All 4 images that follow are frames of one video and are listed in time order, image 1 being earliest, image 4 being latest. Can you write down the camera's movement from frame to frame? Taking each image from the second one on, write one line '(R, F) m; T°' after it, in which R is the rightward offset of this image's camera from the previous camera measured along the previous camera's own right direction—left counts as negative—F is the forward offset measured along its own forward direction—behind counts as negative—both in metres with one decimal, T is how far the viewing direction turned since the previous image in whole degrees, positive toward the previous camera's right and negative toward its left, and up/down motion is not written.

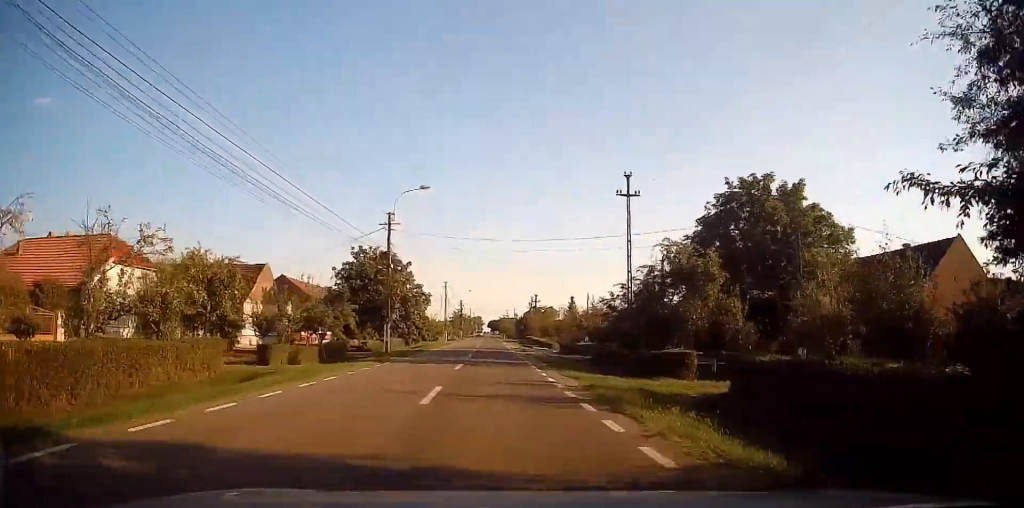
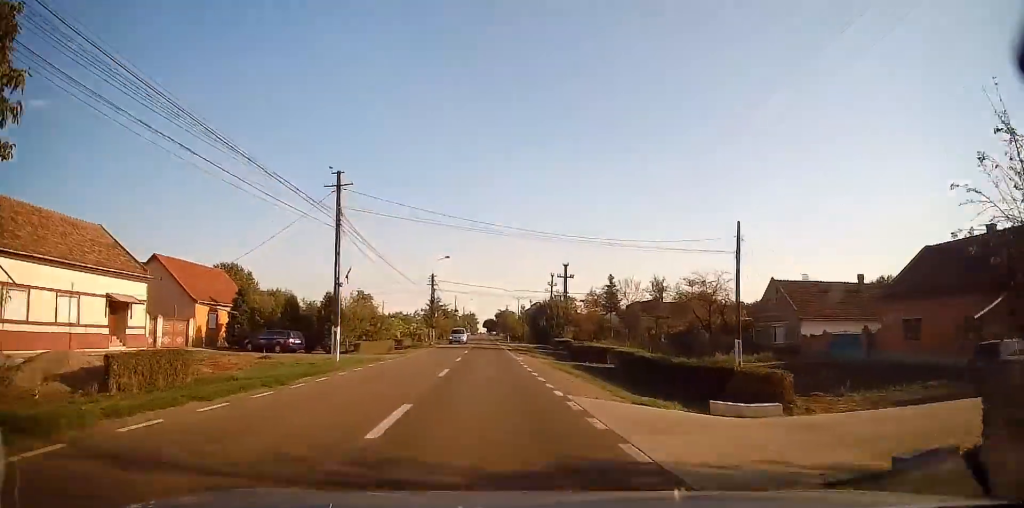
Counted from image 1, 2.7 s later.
(-0.8, +48.3) m; 0°
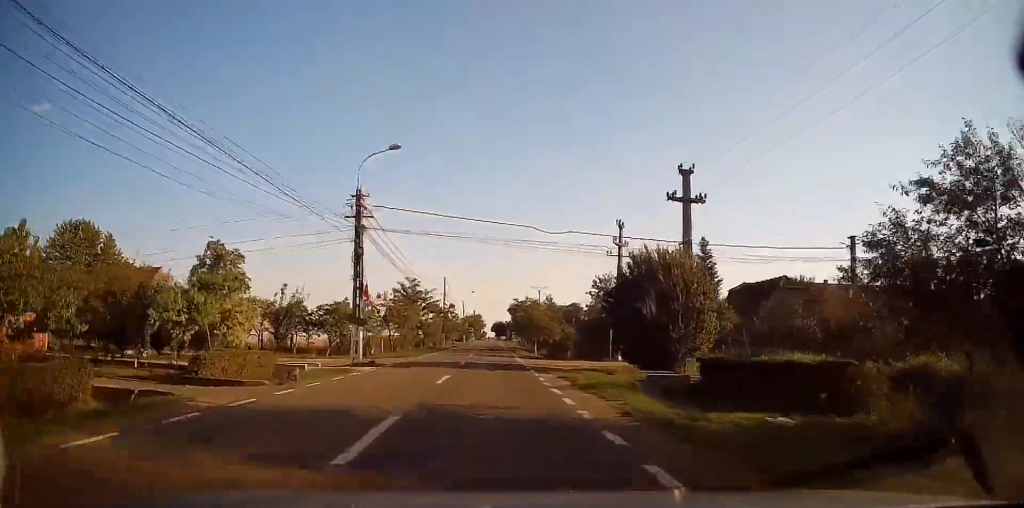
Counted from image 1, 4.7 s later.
(+0.2, +37.5) m; -1°
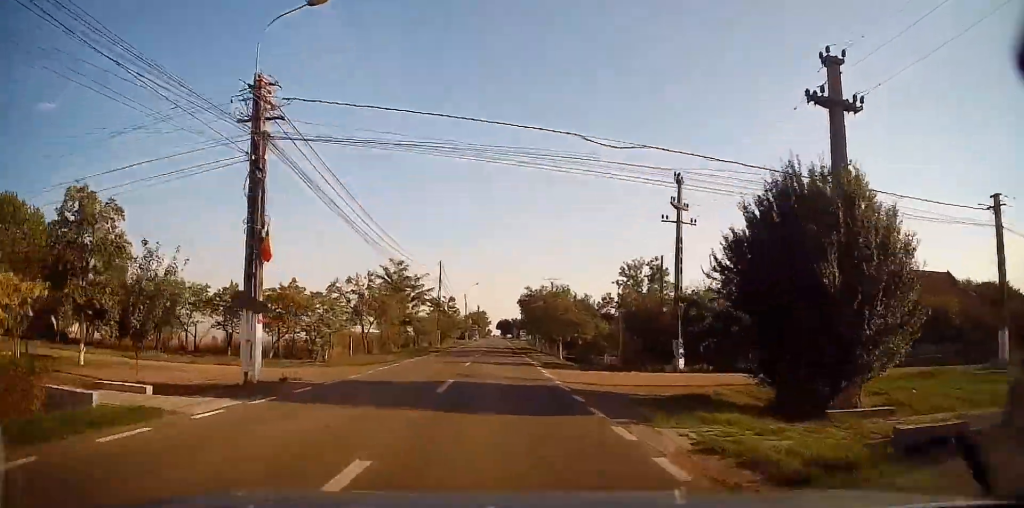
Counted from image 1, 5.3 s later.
(-0.1, +11.6) m; 0°
